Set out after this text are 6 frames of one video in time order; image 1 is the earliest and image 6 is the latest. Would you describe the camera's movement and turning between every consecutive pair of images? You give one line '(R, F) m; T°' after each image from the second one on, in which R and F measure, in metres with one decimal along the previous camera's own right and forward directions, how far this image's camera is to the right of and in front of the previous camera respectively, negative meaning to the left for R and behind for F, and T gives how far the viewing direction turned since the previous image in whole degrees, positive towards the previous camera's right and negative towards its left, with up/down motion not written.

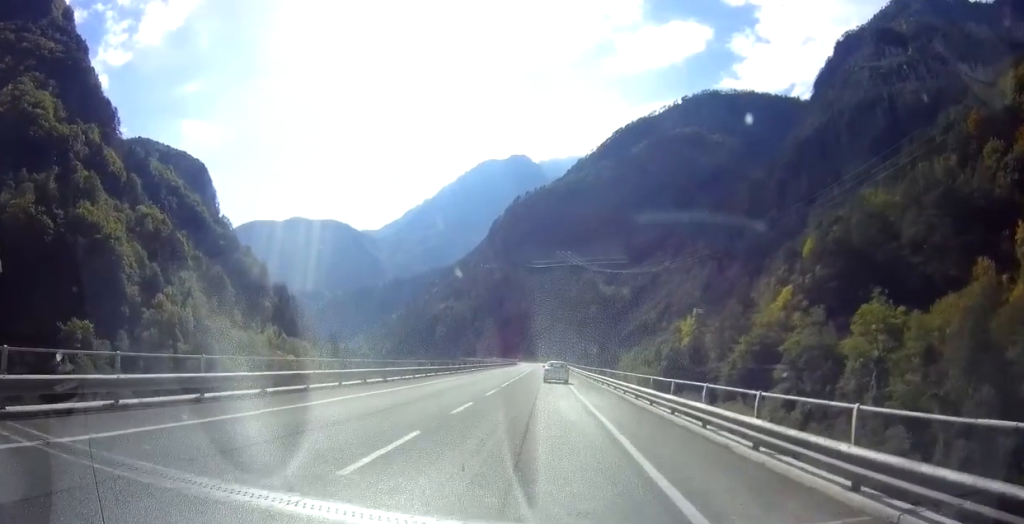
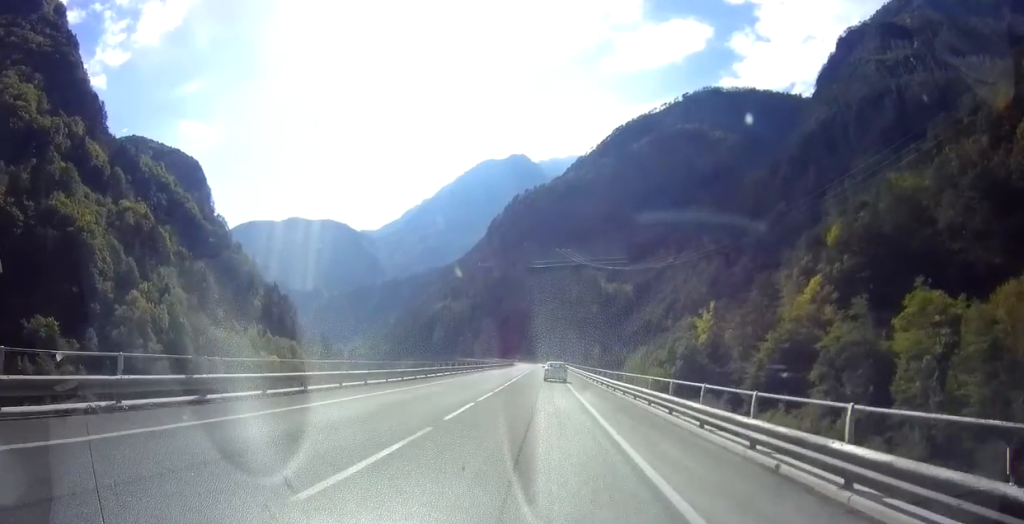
(-0.2, +15.7) m; 0°
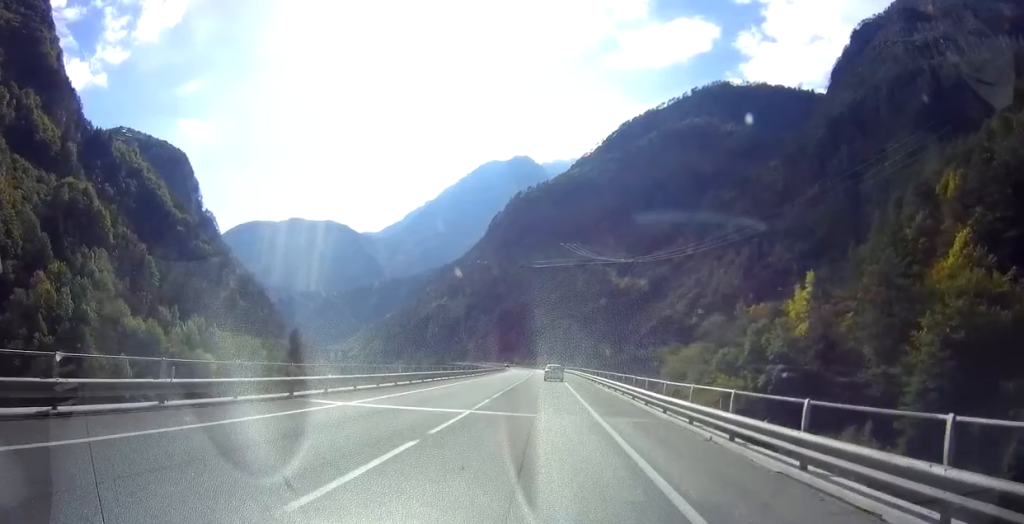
(+0.3, +50.6) m; 0°
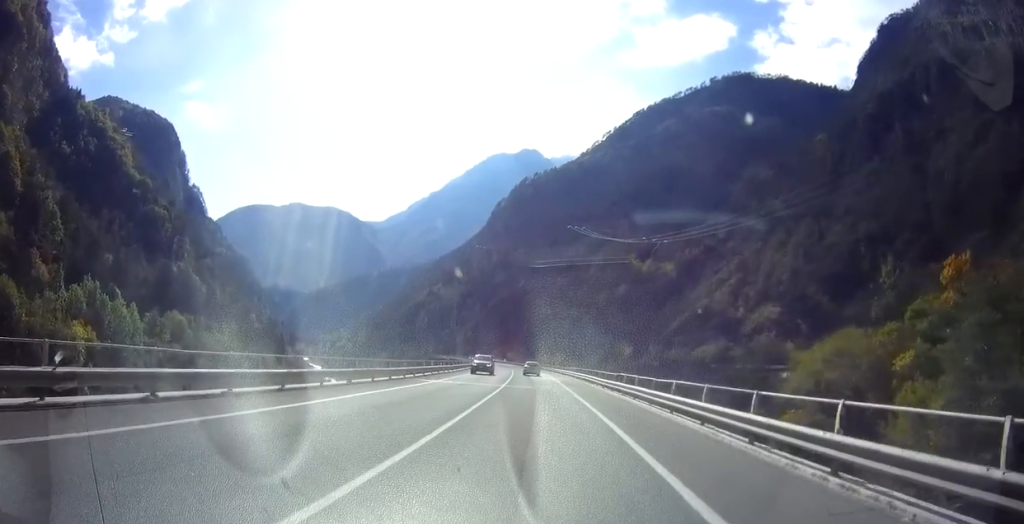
(-0.5, +61.1) m; -1°
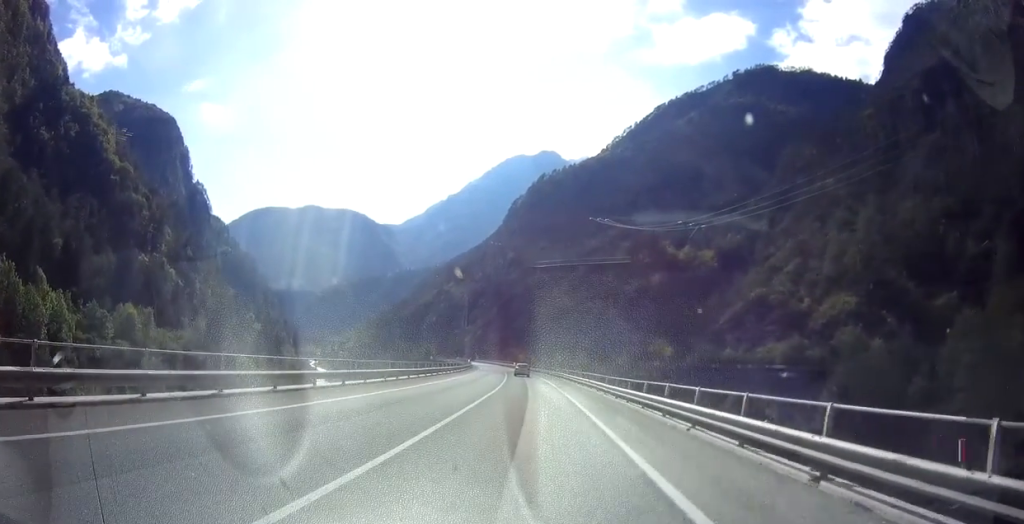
(-0.5, +42.1) m; -2°
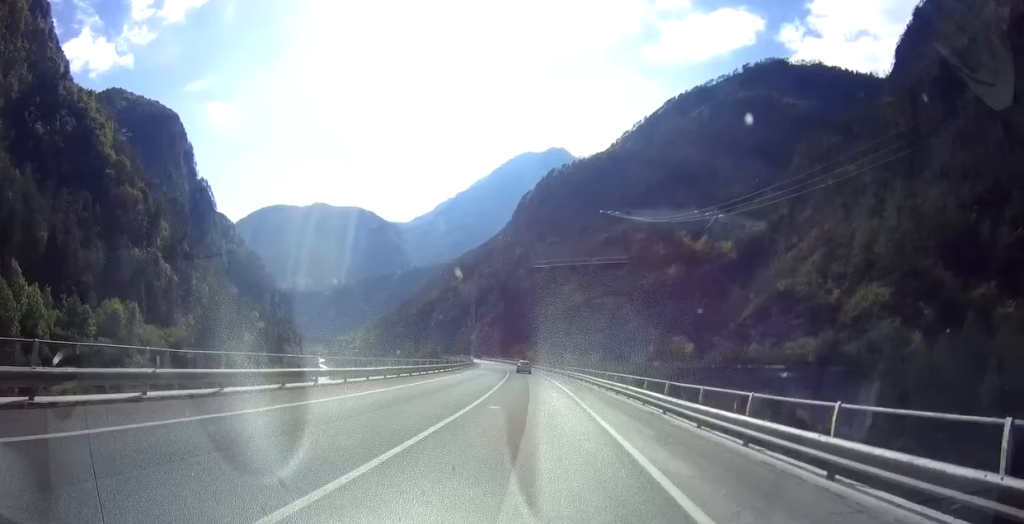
(0.0, +12.7) m; -1°
